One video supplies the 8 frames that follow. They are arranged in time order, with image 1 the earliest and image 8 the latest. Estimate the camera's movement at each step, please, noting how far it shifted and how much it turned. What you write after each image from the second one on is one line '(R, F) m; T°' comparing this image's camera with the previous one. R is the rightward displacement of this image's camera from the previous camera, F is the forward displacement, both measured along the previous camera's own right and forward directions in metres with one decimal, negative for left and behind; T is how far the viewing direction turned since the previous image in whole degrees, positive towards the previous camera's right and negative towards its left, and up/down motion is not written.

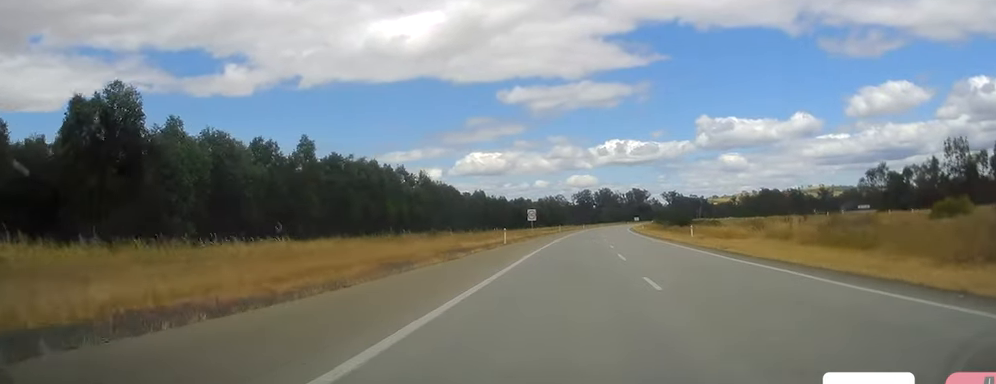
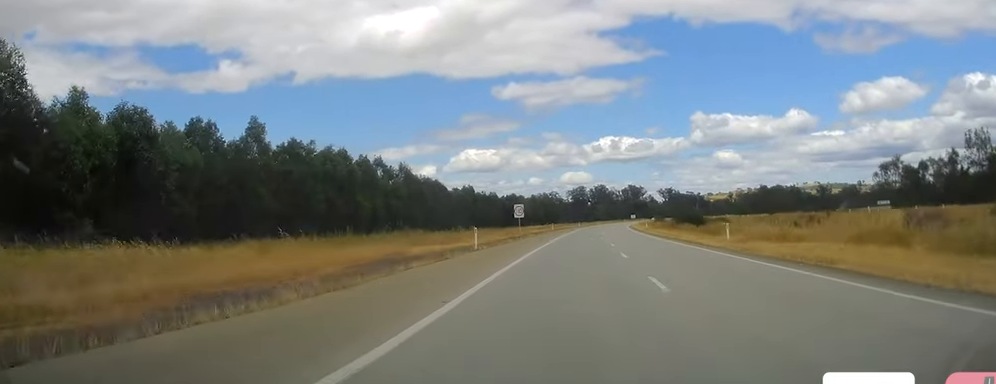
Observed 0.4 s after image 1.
(+0.1, +12.4) m; 0°
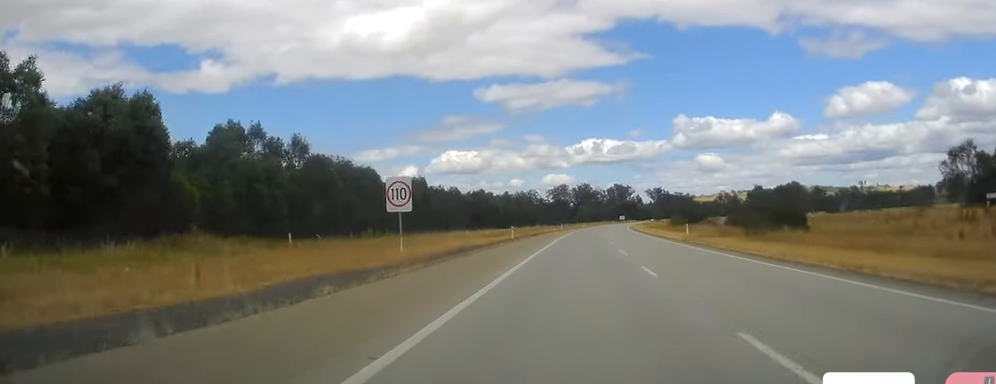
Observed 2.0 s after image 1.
(0.0, +44.1) m; +1°
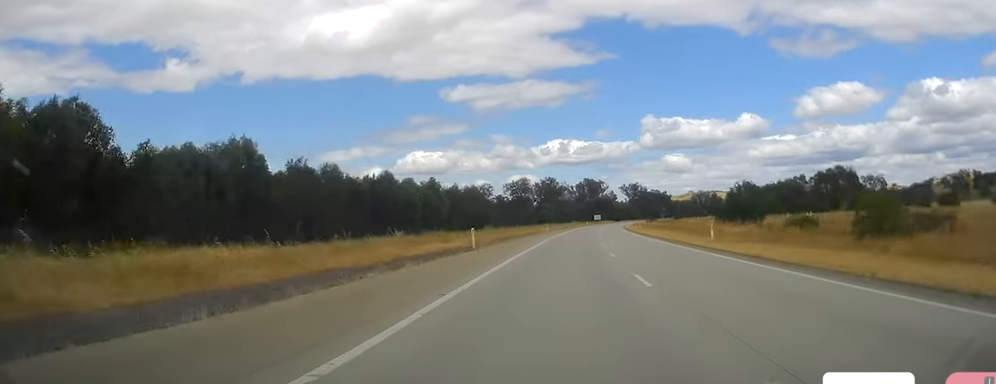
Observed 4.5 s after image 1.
(+2.1, +74.1) m; +3°
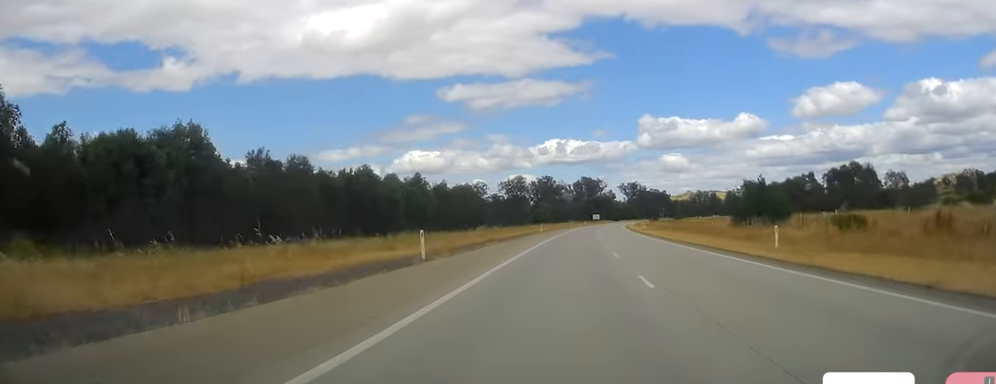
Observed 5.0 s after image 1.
(0.0, +12.5) m; 0°
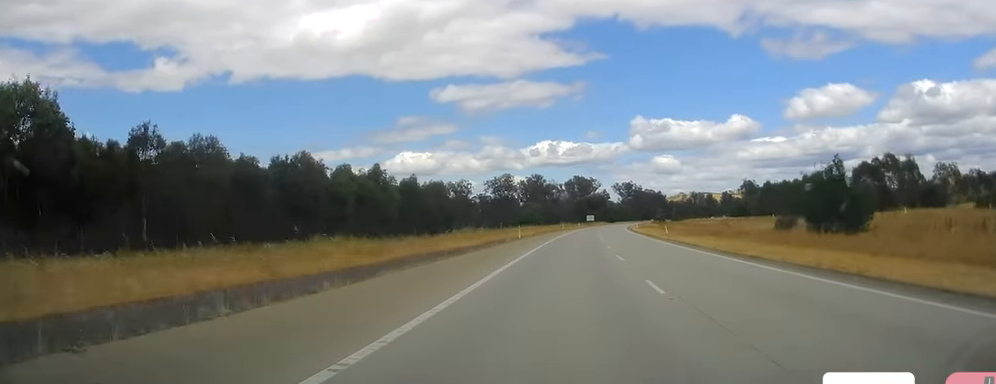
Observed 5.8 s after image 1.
(+0.3, +24.9) m; 0°
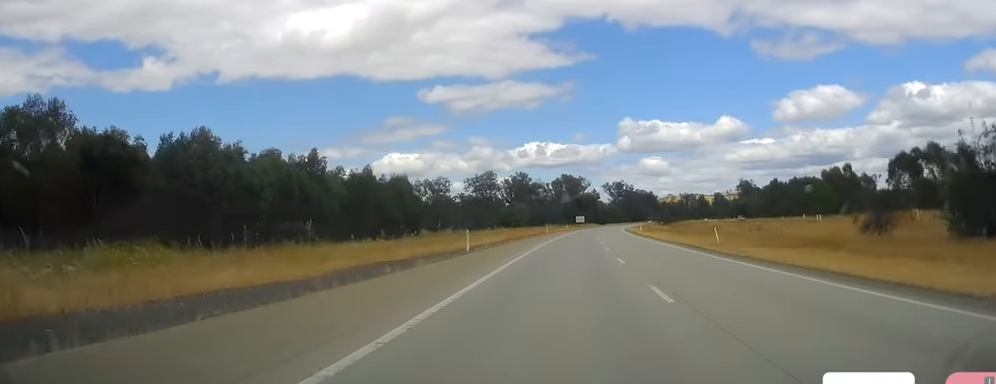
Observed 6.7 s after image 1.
(0.0, +24.9) m; +1°
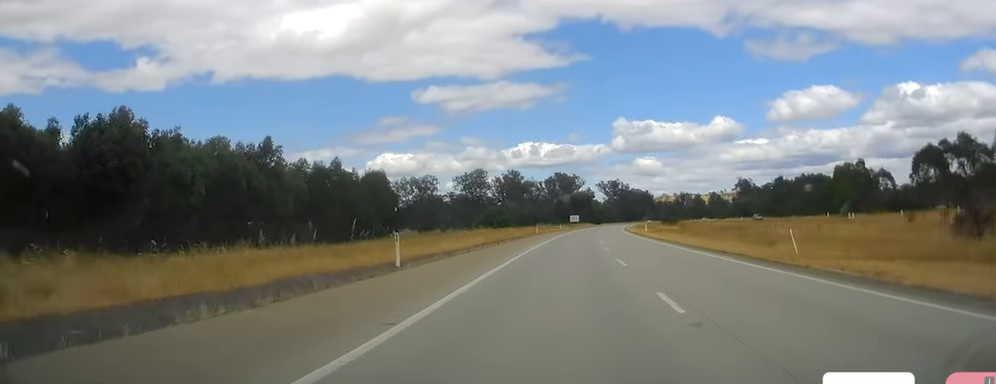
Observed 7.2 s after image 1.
(-0.4, +13.4) m; +1°
